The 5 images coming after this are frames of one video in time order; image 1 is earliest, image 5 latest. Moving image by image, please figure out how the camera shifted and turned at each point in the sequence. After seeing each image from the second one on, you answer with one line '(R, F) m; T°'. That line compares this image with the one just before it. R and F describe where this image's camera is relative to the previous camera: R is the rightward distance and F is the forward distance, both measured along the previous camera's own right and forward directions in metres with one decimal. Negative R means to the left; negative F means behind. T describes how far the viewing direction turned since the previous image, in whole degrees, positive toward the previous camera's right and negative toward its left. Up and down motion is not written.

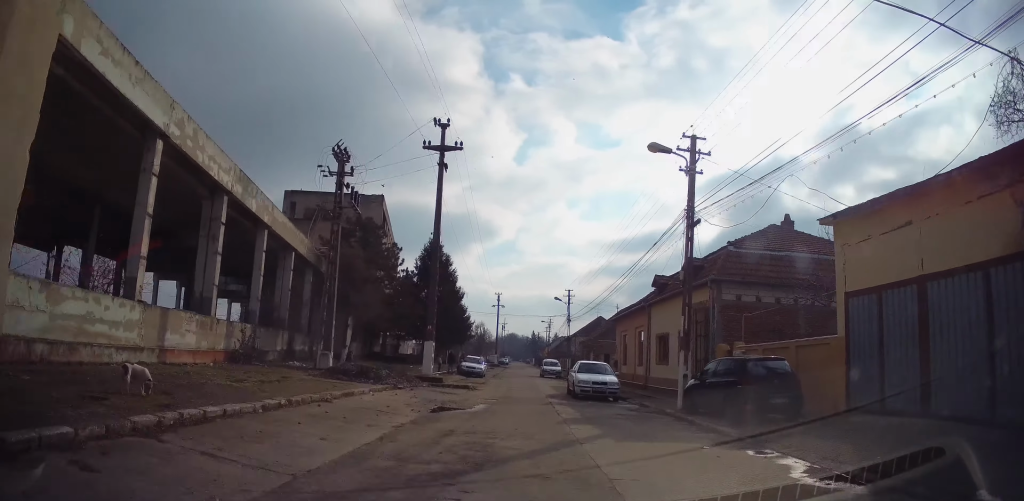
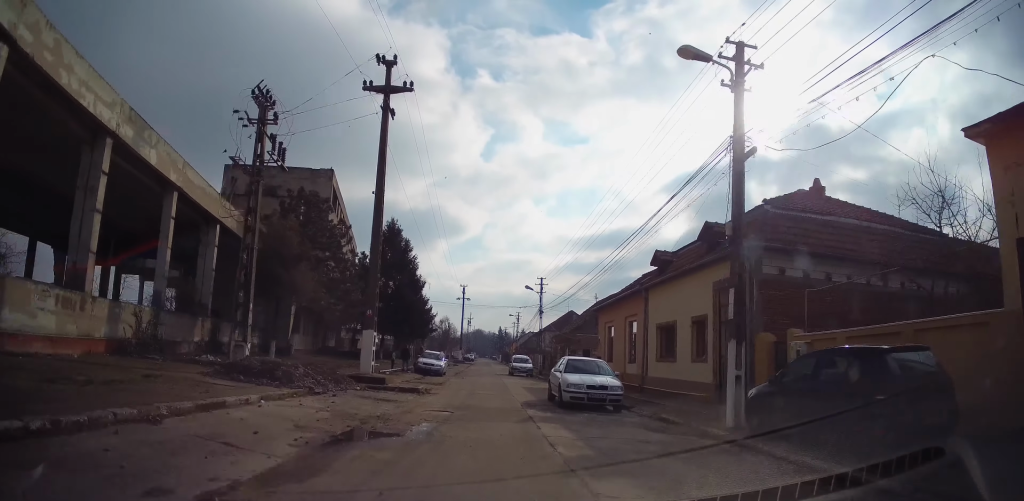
(0.0, +4.7) m; +1°
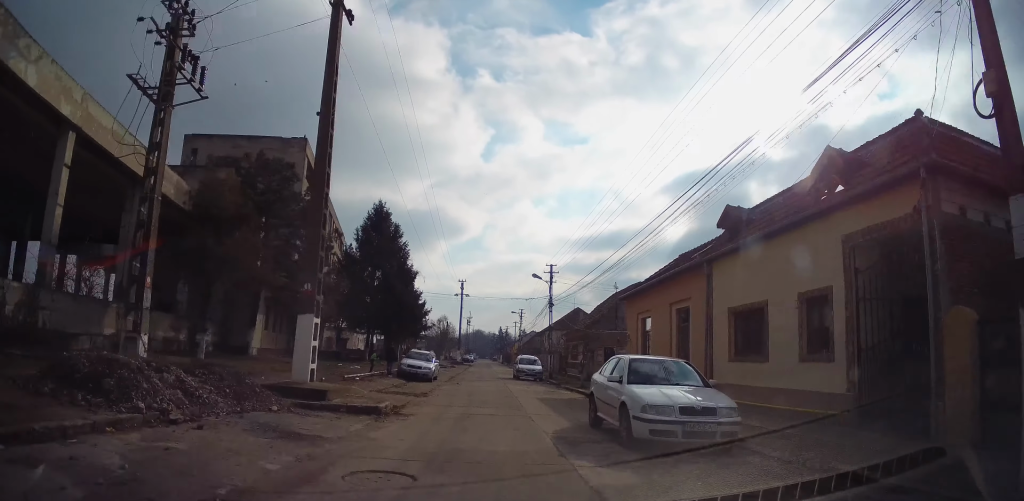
(+0.2, +6.4) m; +3°
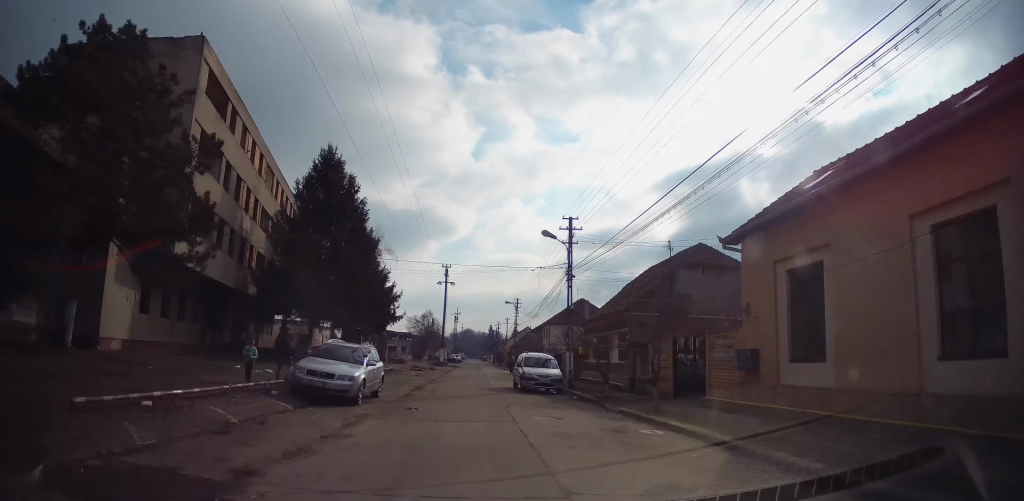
(-0.2, +11.9) m; -2°
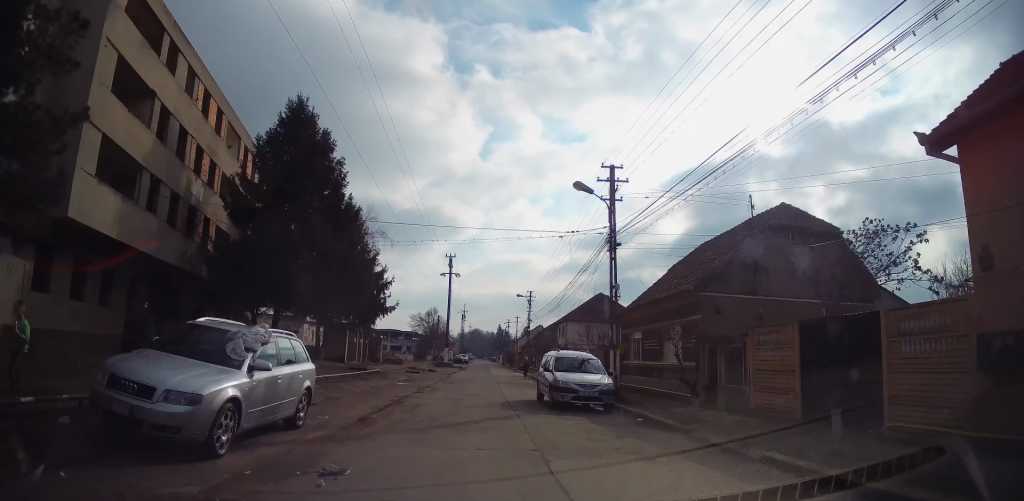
(-0.1, +7.2) m; 0°
